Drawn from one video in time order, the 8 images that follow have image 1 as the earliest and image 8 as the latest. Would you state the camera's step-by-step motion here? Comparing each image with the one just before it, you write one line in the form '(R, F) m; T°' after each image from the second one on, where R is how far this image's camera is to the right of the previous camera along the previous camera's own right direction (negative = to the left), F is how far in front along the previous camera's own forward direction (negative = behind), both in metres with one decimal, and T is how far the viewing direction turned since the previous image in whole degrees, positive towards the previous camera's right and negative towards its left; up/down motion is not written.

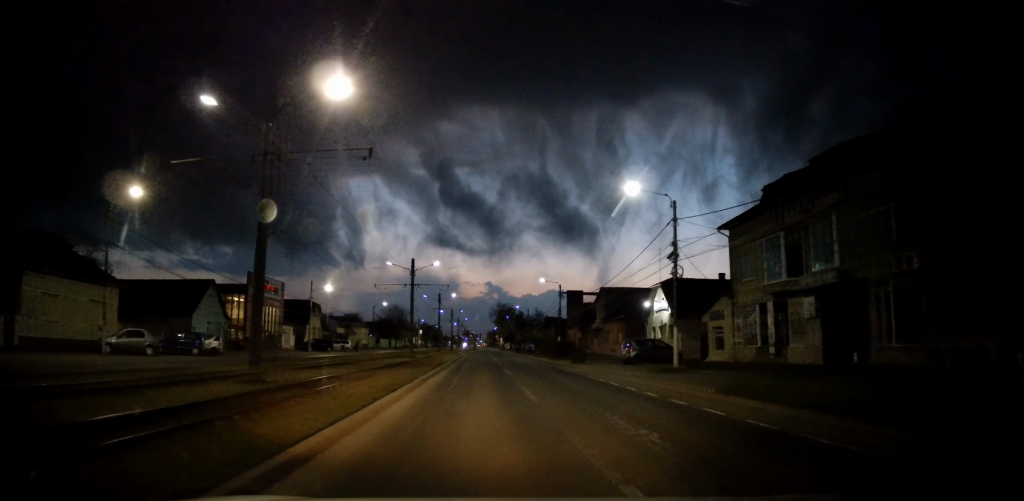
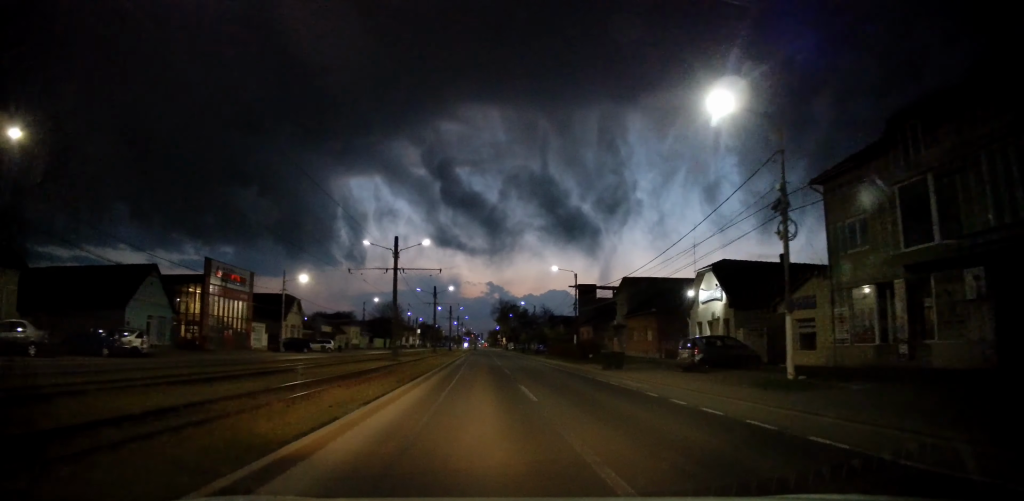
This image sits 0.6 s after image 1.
(-0.4, +9.9) m; 0°
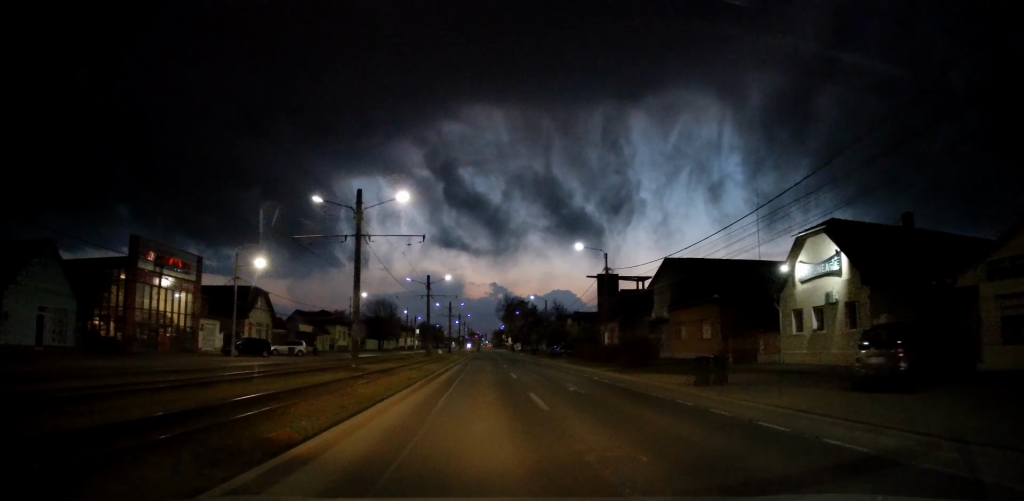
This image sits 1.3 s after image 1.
(+0.3, +12.1) m; 0°
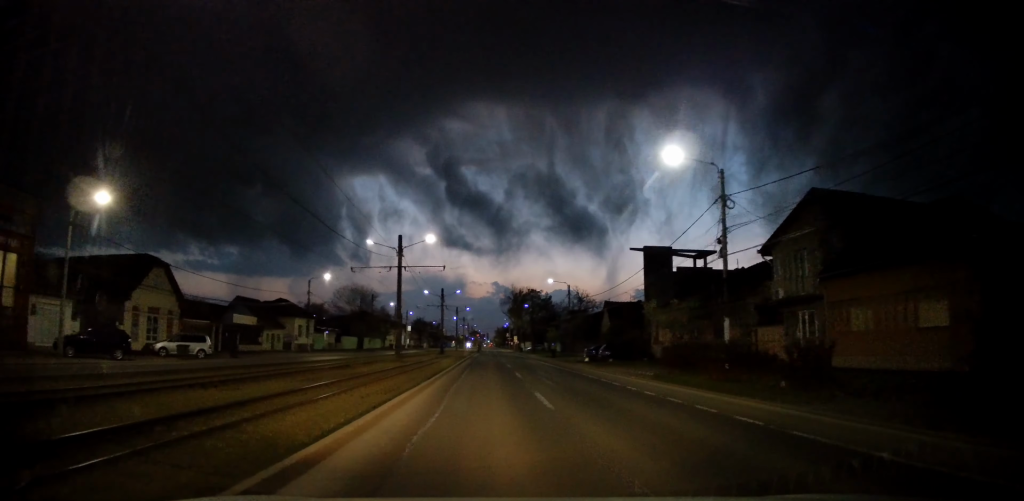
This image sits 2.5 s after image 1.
(-0.3, +21.2) m; 0°
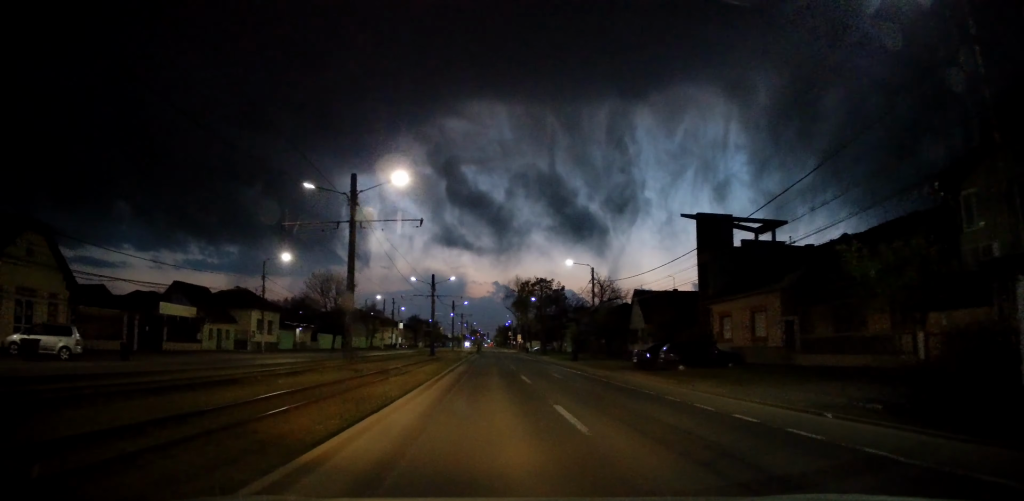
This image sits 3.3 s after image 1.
(+0.3, +13.5) m; 0°
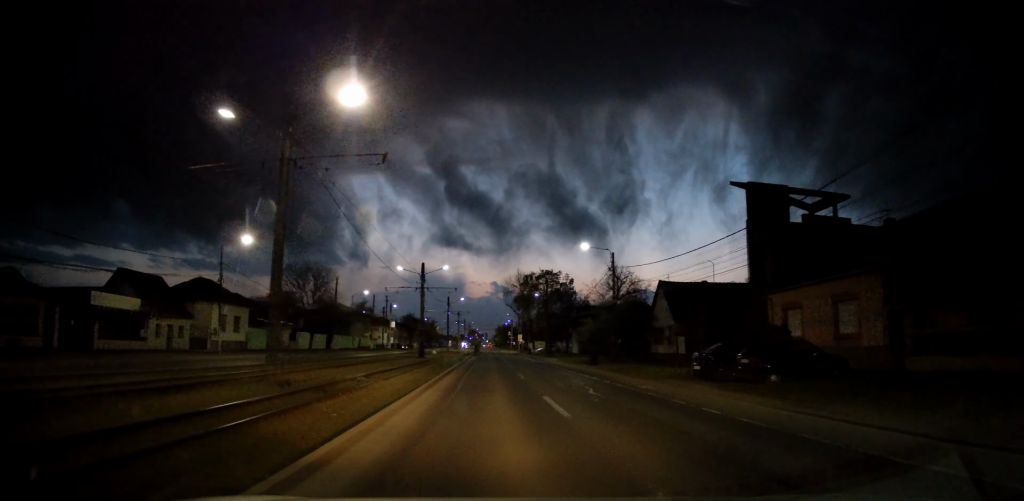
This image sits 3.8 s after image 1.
(+0.1, +8.4) m; 0°
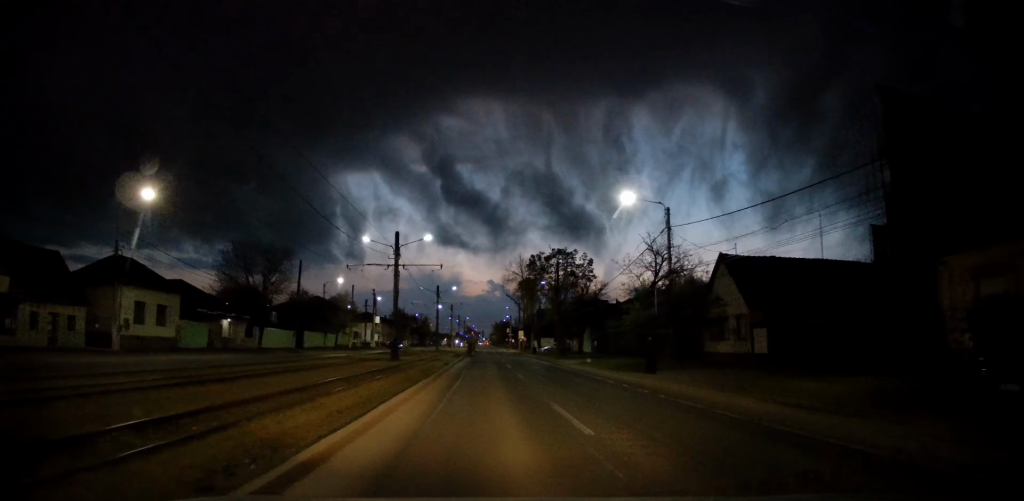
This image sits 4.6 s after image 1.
(-0.4, +13.1) m; +1°
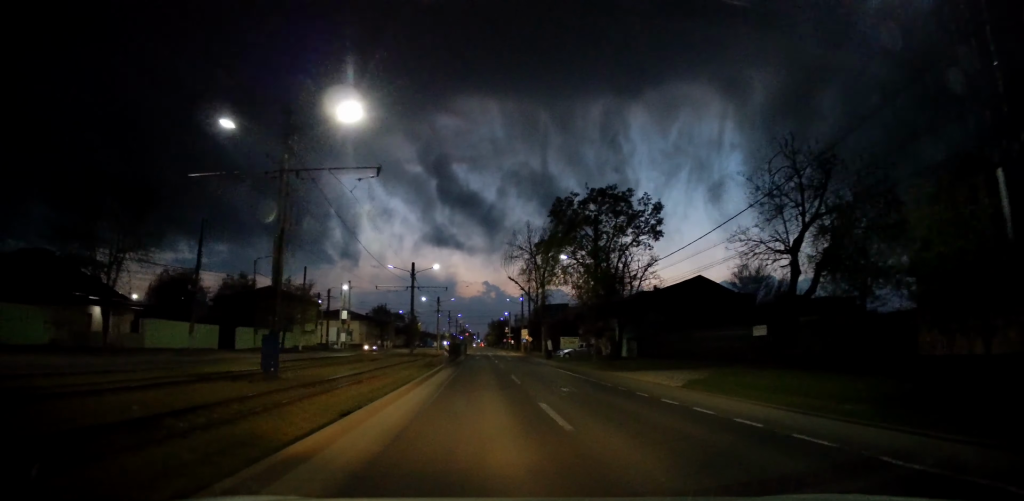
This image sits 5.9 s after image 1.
(+0.5, +20.5) m; 0°
